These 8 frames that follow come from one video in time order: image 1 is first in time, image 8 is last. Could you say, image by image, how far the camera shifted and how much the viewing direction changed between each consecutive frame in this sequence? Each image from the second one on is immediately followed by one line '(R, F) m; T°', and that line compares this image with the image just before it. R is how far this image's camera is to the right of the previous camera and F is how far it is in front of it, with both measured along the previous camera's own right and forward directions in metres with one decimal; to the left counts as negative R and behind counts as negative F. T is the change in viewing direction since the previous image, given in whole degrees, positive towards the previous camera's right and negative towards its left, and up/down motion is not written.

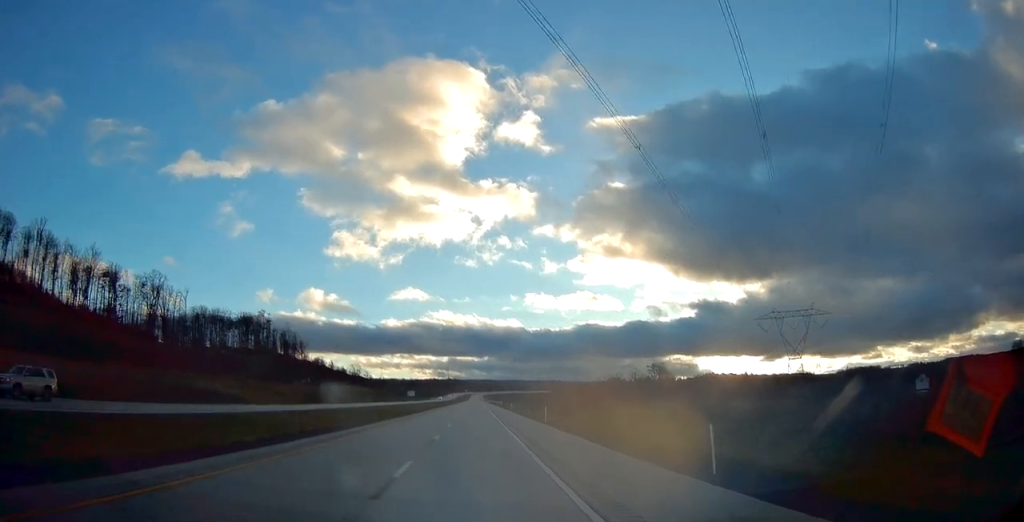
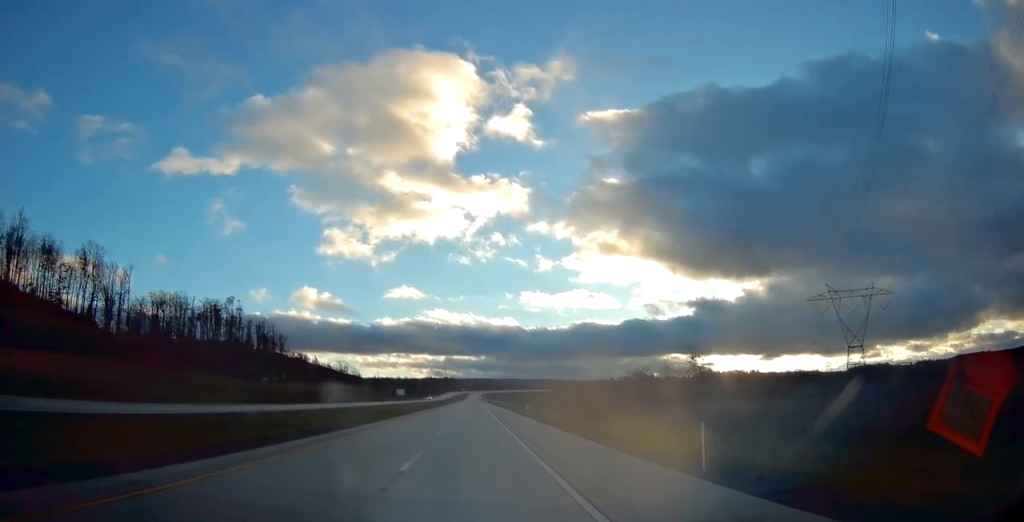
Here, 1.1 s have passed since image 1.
(+0.1, +34.8) m; 0°
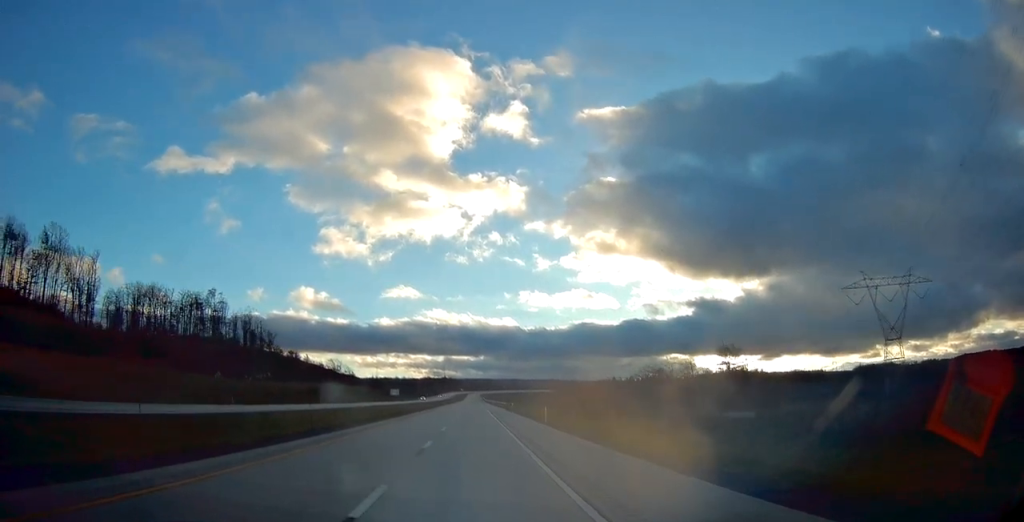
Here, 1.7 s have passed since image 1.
(+0.1, +17.5) m; 0°
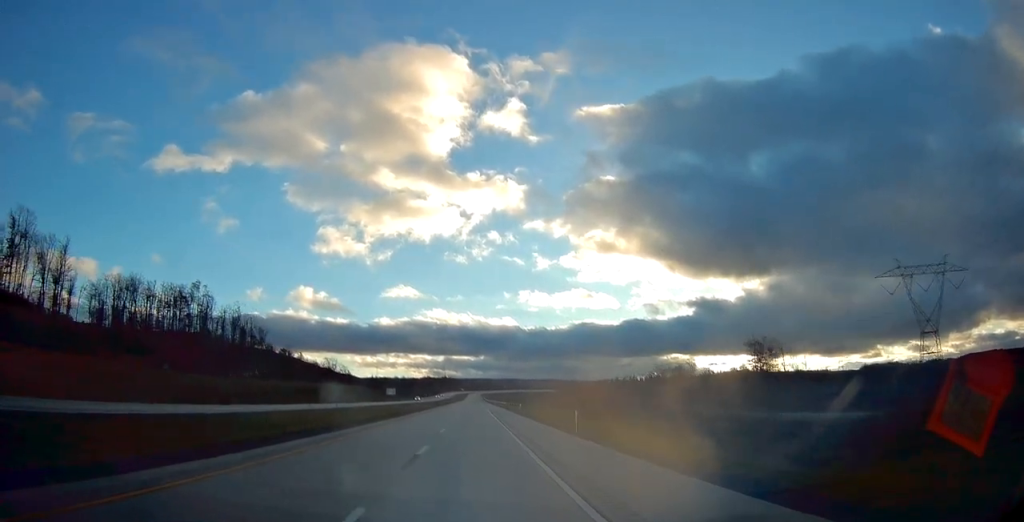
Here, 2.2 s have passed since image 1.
(0.0, +14.5) m; 0°
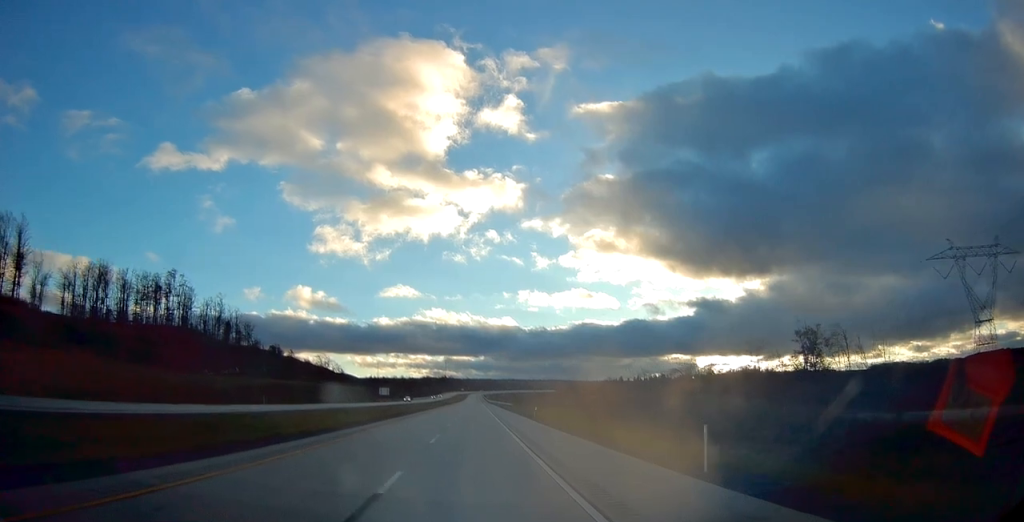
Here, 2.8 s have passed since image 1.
(0.0, +19.7) m; 0°
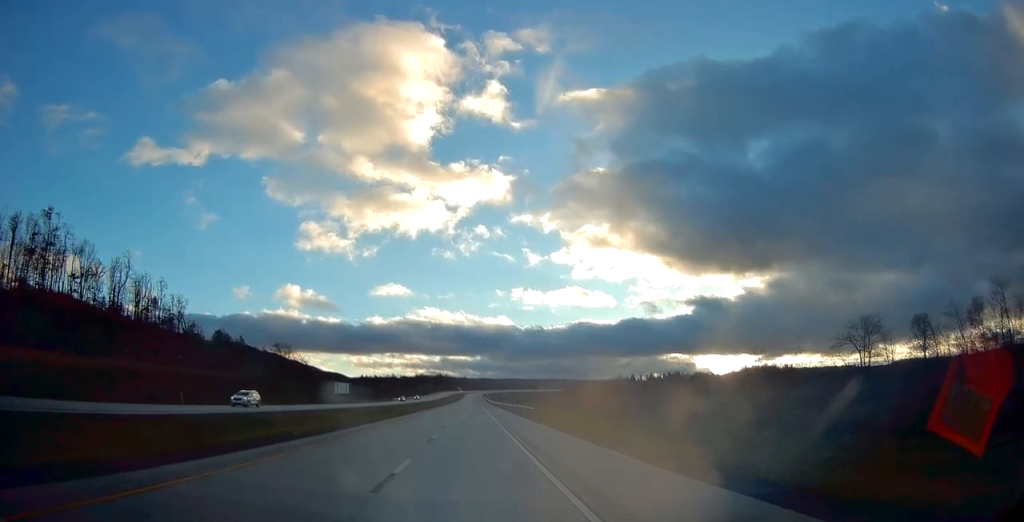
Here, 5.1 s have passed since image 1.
(-0.3, +70.0) m; 0°
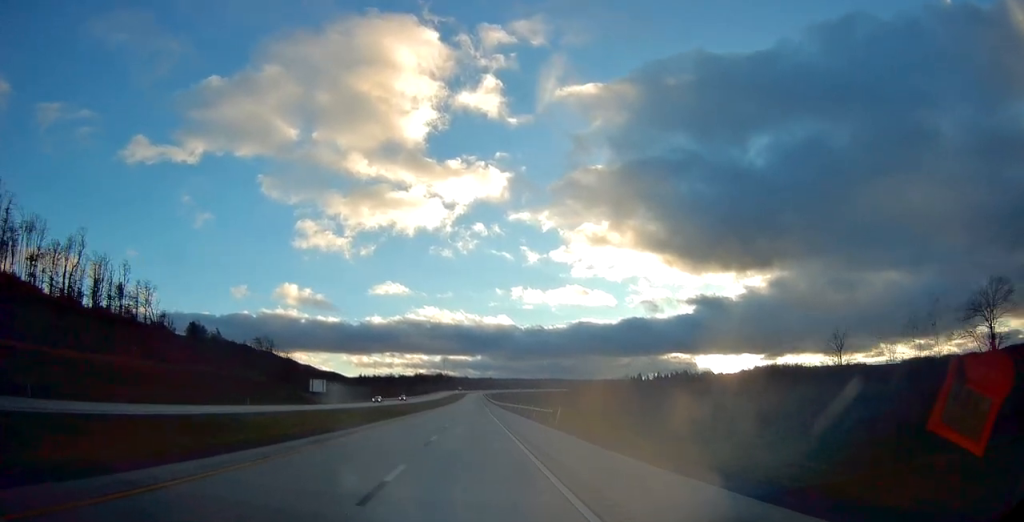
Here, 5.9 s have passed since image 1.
(+0.2, +25.6) m; 0°
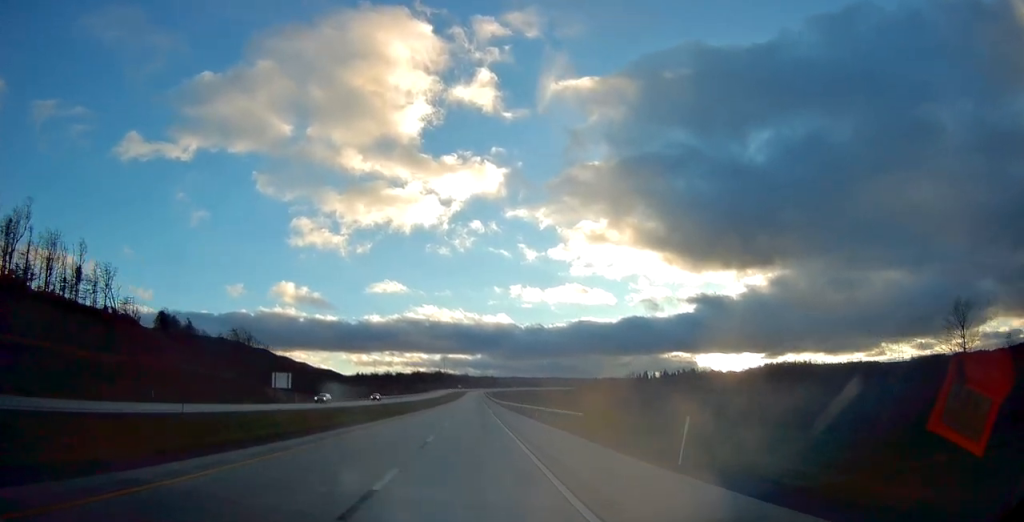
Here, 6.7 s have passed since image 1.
(-0.4, +25.5) m; 0°
